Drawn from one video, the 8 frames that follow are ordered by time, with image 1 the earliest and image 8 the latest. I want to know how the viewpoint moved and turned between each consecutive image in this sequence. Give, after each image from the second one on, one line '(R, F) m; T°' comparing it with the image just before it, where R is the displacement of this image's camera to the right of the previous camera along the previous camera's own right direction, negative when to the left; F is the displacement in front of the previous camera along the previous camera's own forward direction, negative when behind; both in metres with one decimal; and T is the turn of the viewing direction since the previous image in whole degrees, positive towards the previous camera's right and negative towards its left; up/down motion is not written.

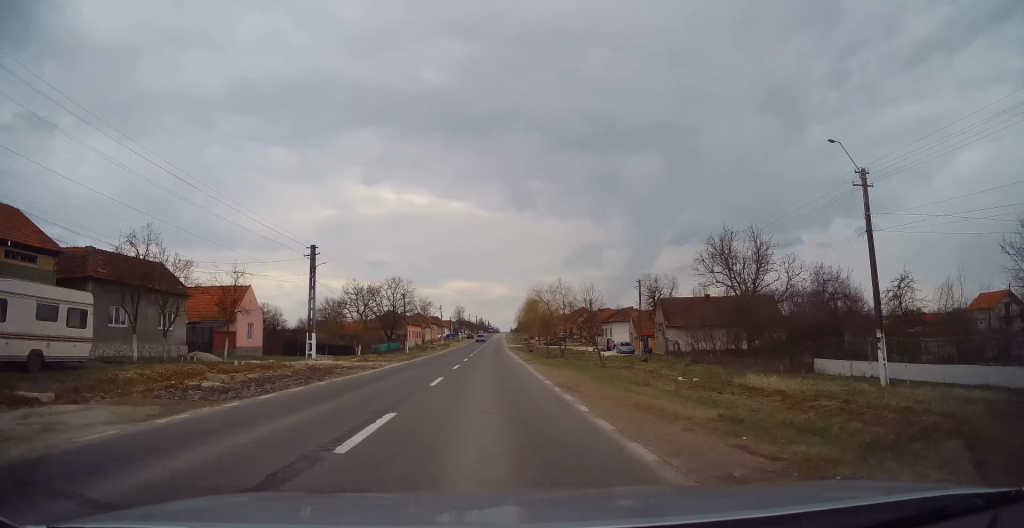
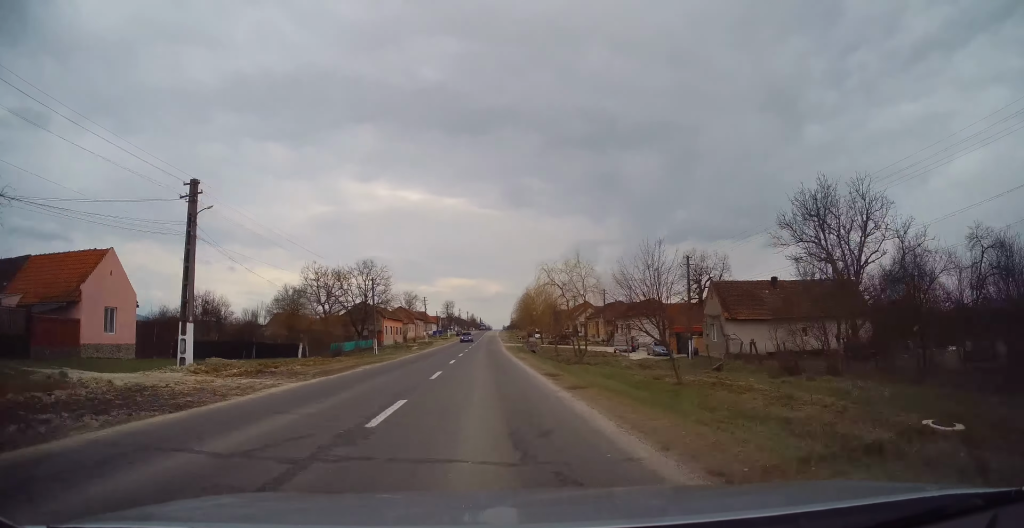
(+0.1, +16.0) m; 0°
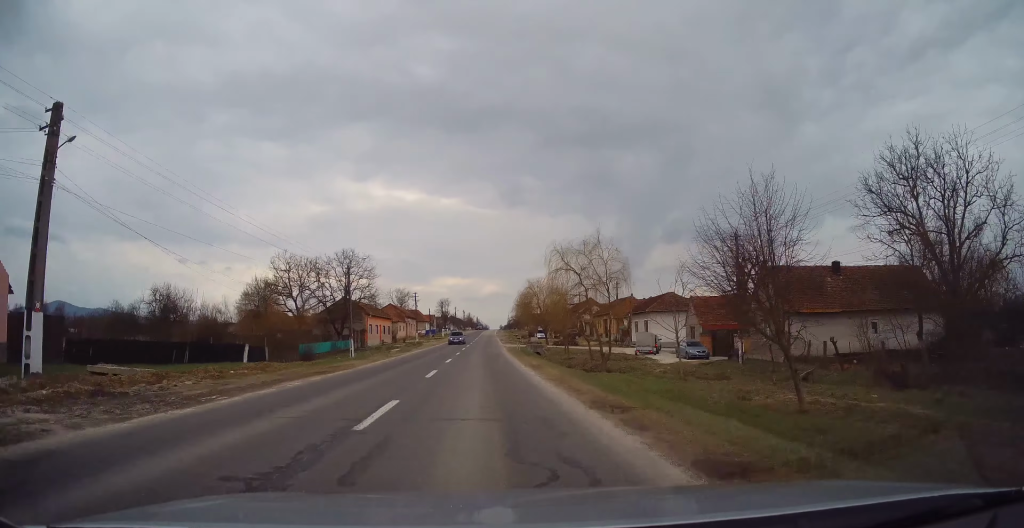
(+0.1, +9.1) m; 0°
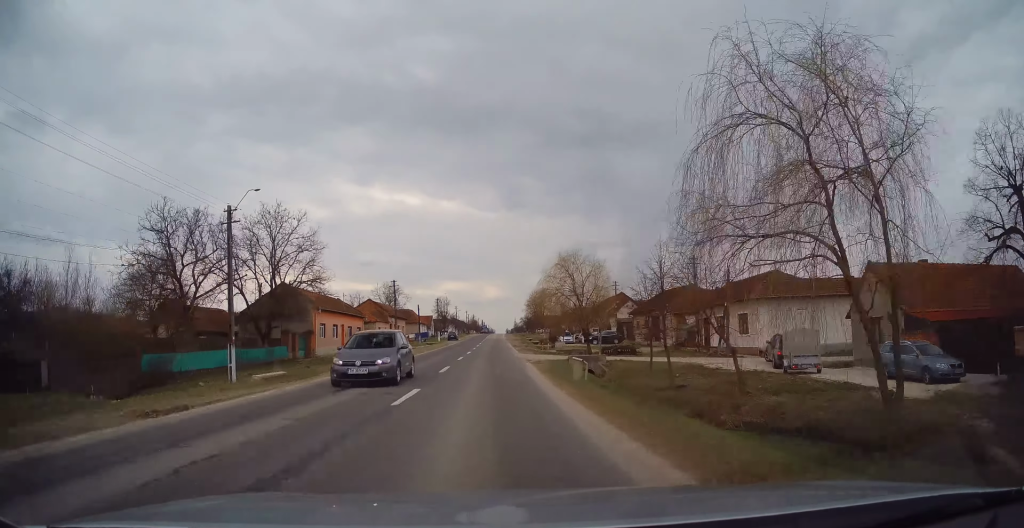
(-0.1, +24.5) m; 0°
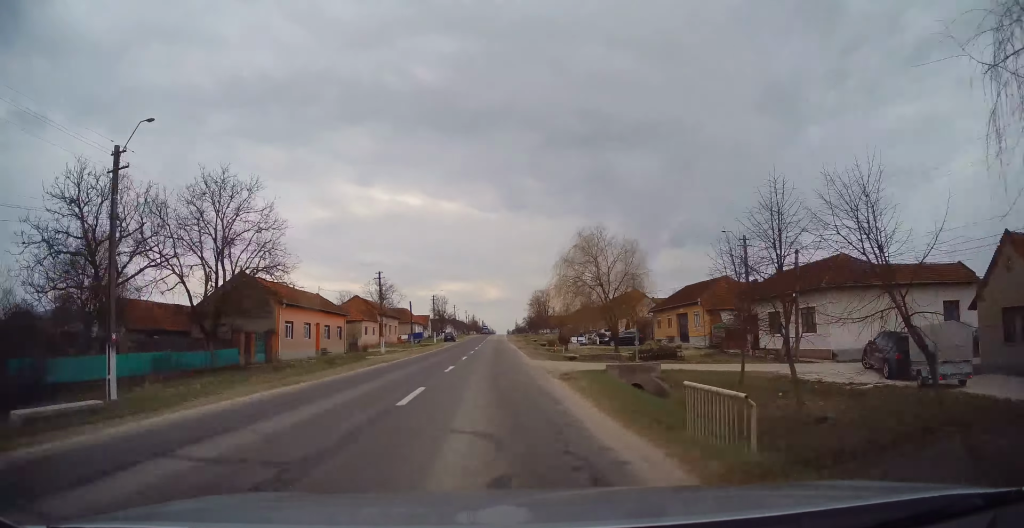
(+0.1, +9.2) m; 0°
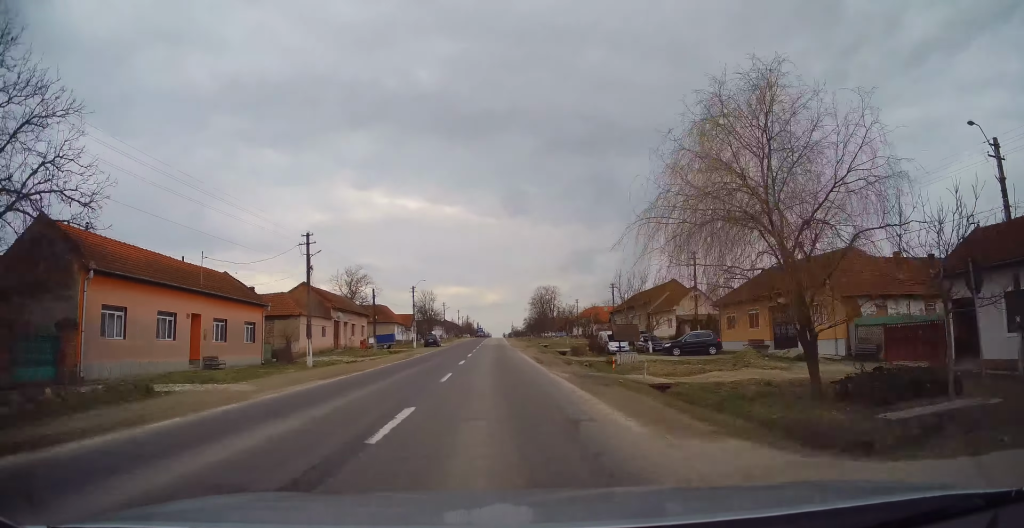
(-0.1, +21.3) m; 0°
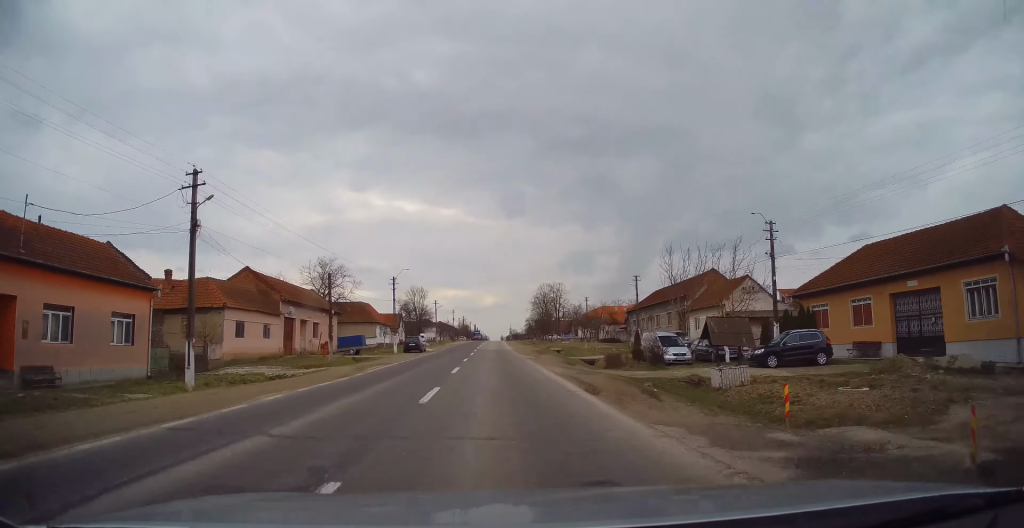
(-0.2, +13.6) m; +1°
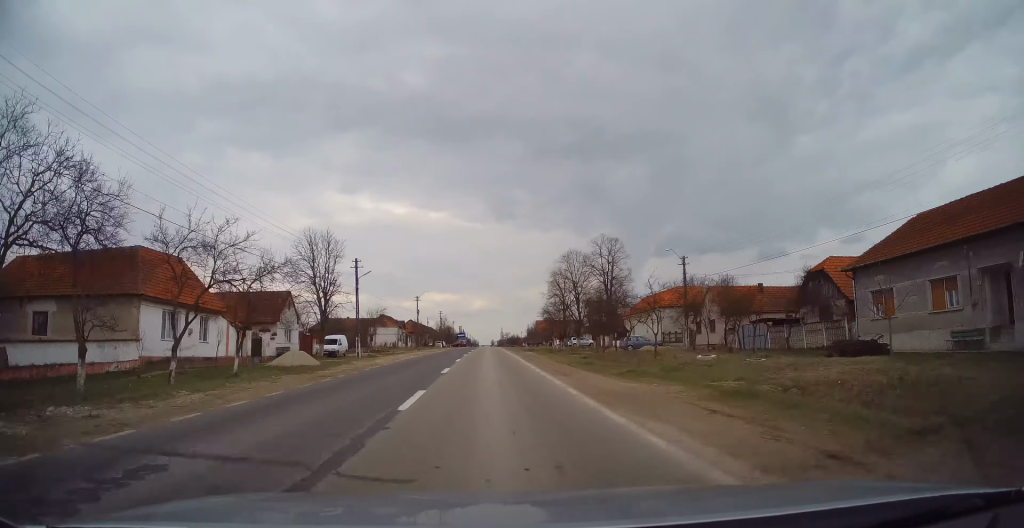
(+0.6, +55.0) m; +1°
